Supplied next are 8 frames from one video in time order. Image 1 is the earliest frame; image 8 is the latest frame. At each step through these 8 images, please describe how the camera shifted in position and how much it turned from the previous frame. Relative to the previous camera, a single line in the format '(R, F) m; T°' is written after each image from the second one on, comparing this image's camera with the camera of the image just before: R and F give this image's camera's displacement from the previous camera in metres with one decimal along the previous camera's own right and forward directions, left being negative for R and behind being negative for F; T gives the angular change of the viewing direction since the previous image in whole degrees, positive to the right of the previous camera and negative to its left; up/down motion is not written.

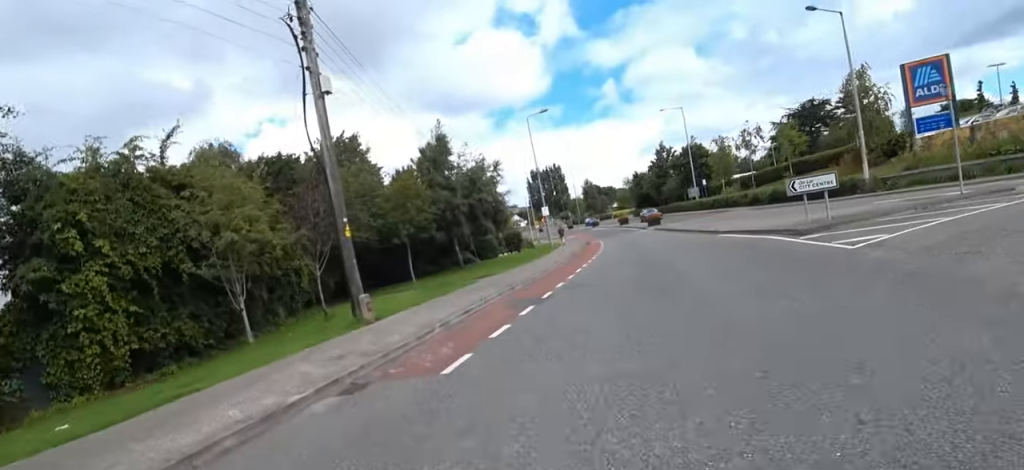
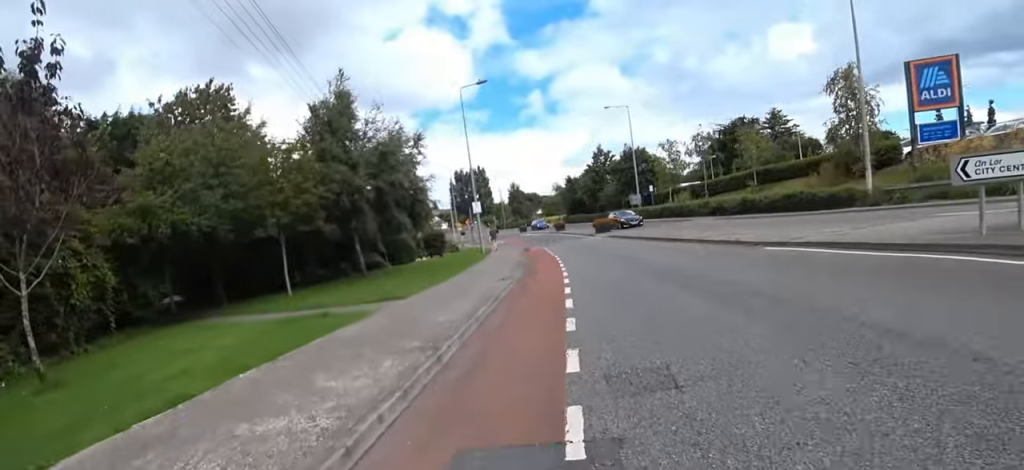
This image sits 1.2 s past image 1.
(+1.0, +6.3) m; +18°
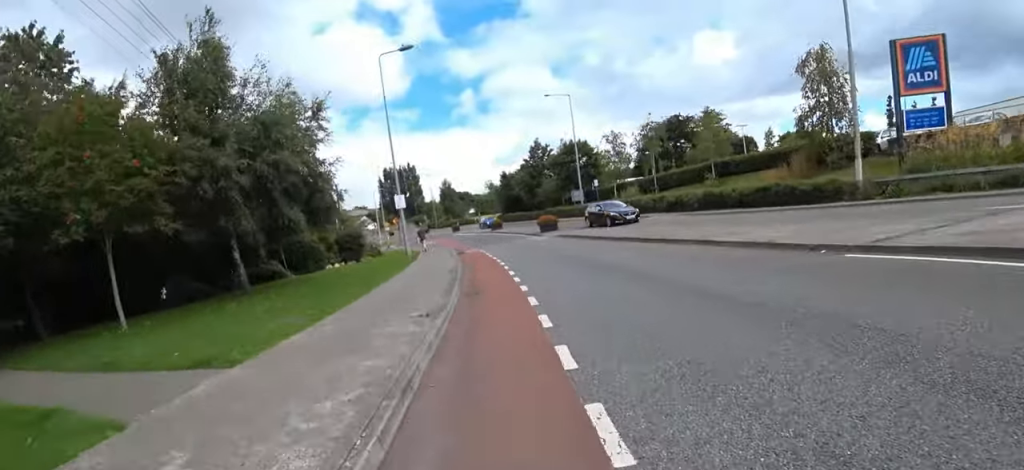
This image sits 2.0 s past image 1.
(+0.4, +4.4) m; +13°
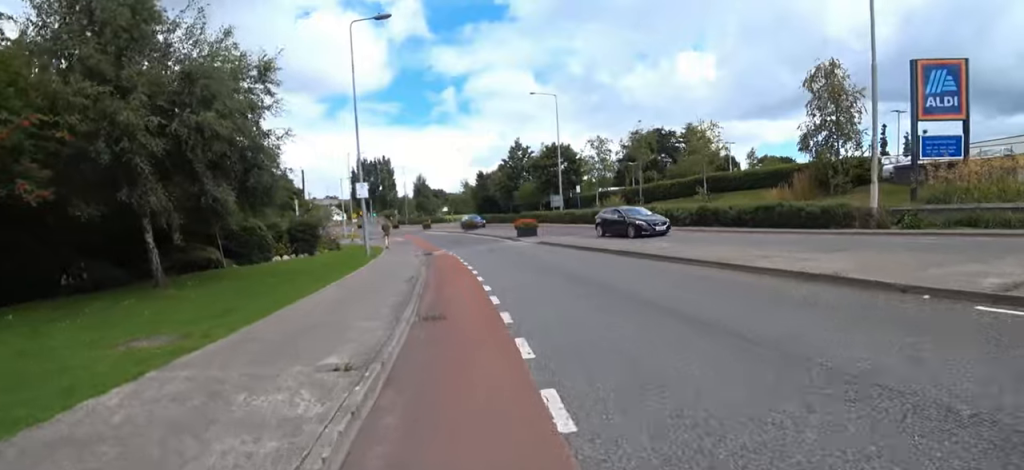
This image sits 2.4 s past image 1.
(+0.3, +2.5) m; +2°
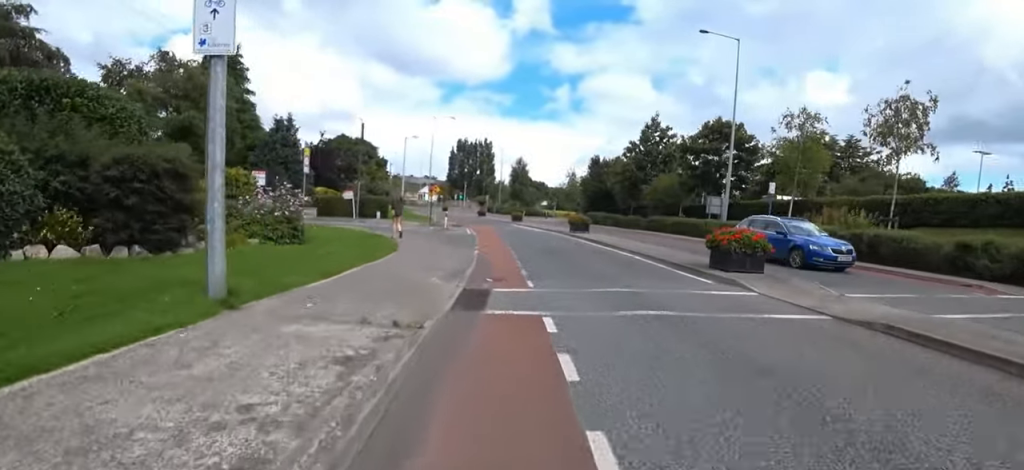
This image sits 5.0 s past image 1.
(+0.9, +14.6) m; +7°
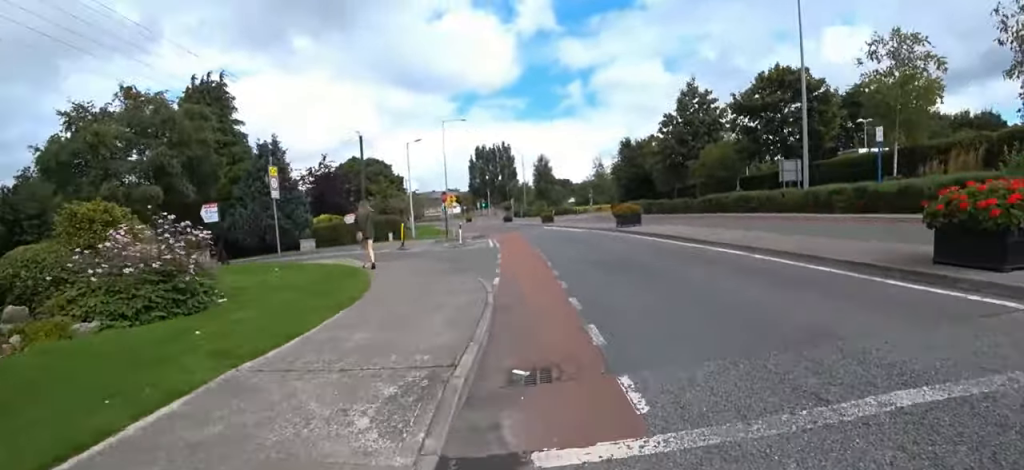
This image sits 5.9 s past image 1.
(0.0, +5.4) m; -8°
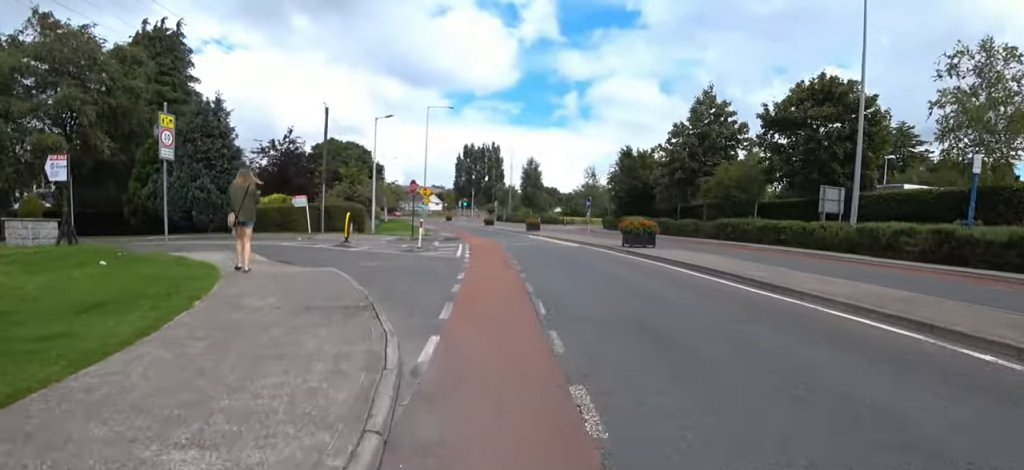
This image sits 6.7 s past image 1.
(-0.6, +4.9) m; -7°
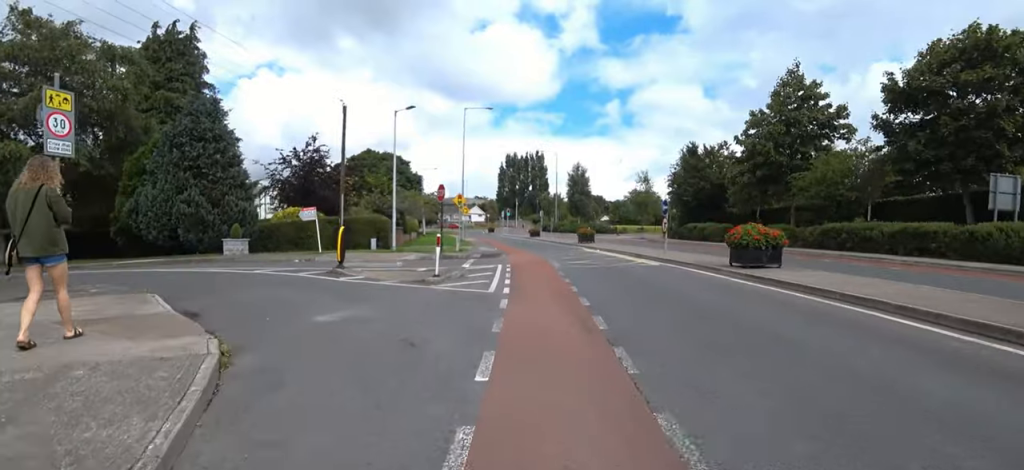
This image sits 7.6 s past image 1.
(-0.2, +5.2) m; -2°
